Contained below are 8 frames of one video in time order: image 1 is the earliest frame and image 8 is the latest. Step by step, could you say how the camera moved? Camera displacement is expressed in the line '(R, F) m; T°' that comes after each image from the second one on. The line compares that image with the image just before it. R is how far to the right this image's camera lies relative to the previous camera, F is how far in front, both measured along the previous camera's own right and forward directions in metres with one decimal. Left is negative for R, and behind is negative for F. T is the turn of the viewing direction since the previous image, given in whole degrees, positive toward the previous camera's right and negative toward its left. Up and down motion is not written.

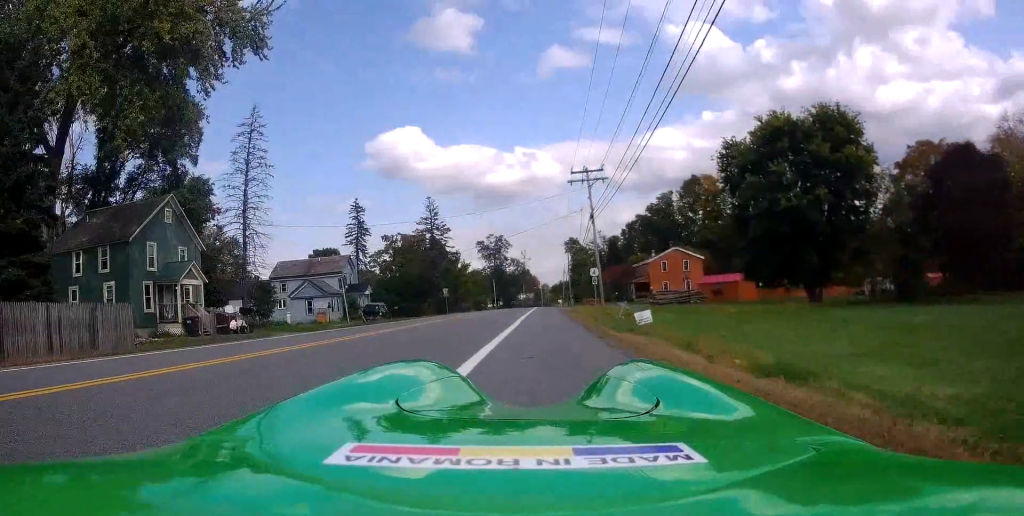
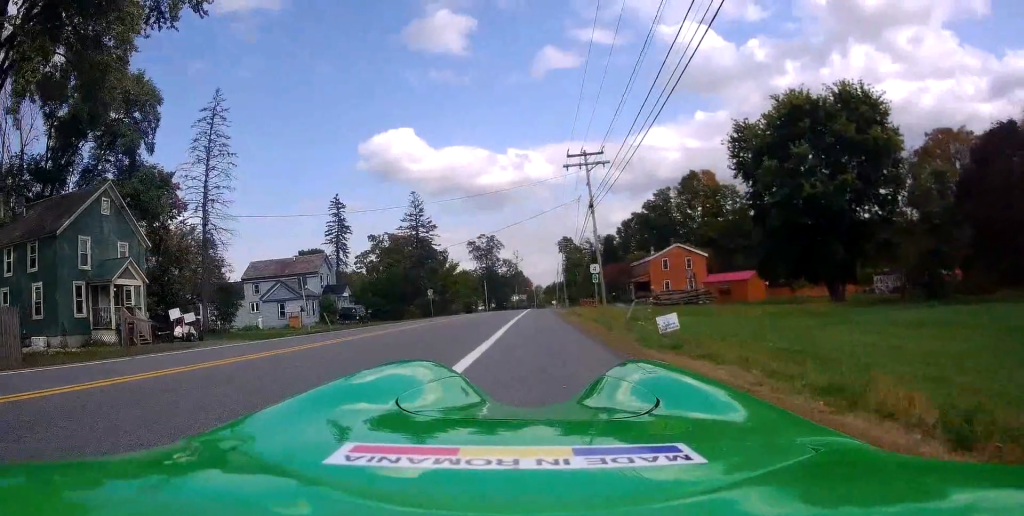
(+0.1, +5.4) m; +1°
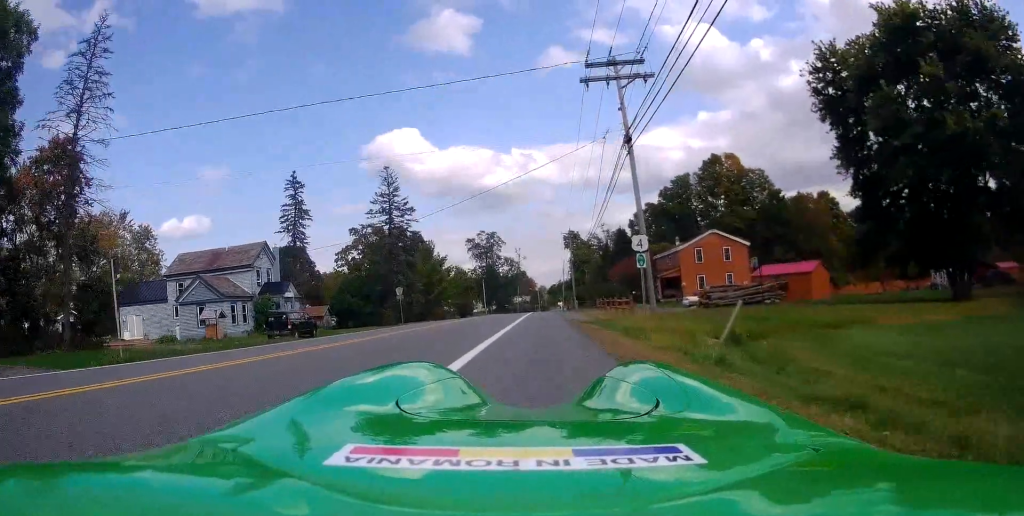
(0.0, +15.6) m; +2°
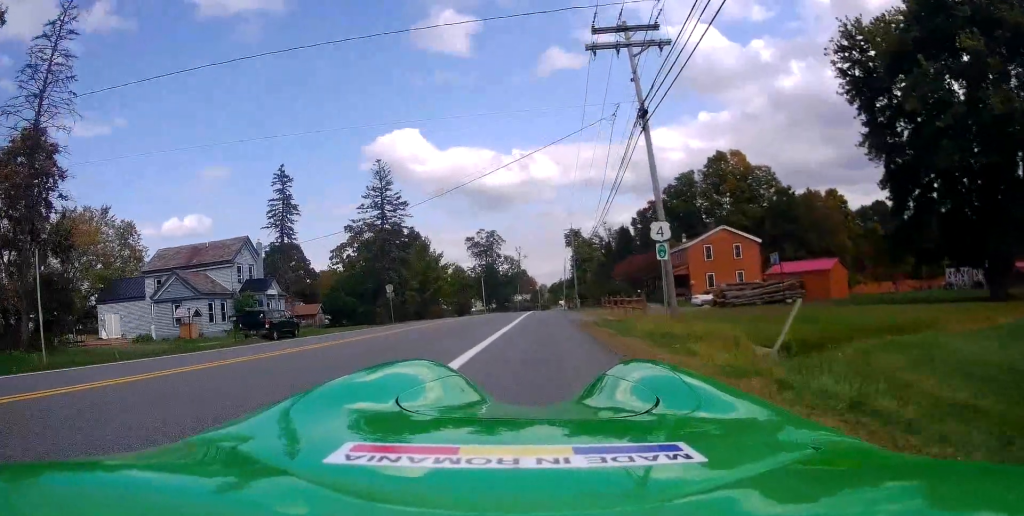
(0.0, +3.4) m; 0°
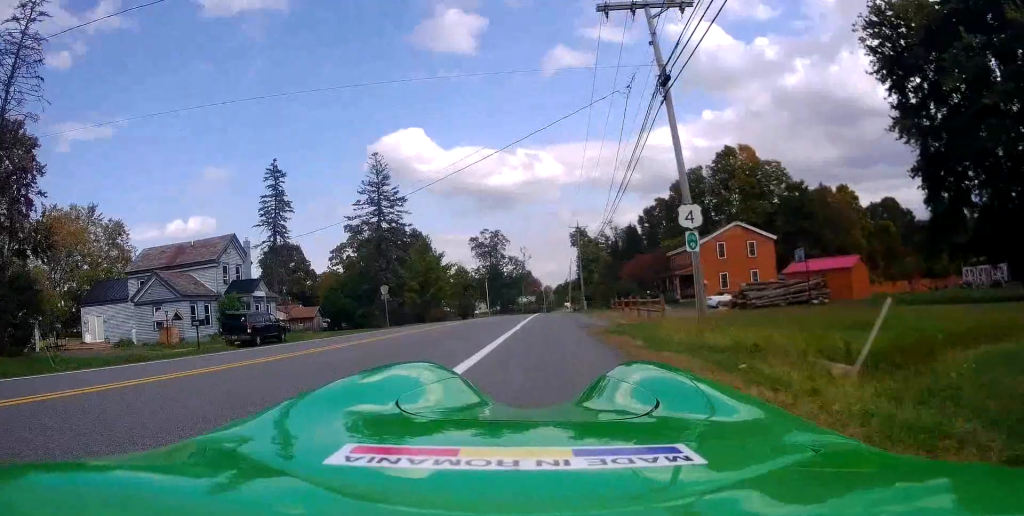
(+0.1, +3.1) m; -1°
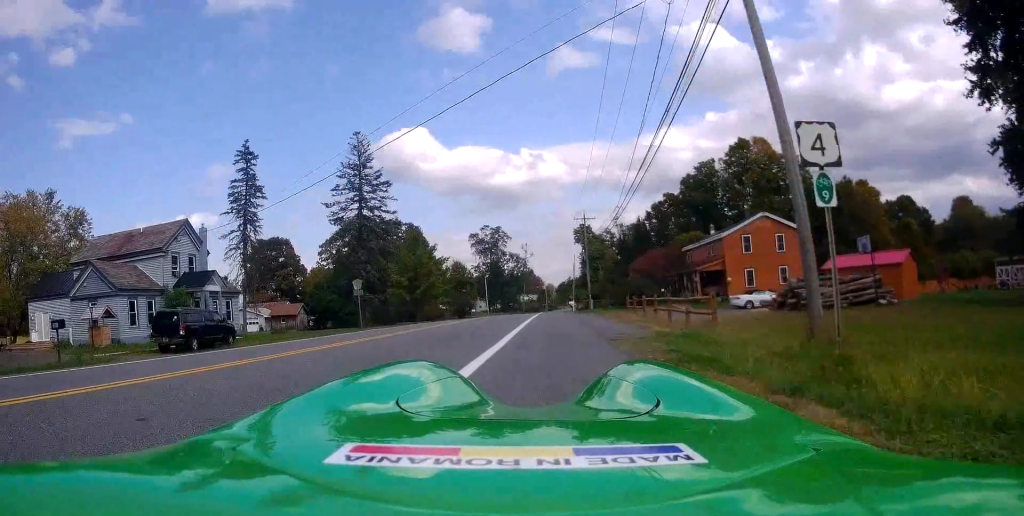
(-0.3, +6.8) m; -1°
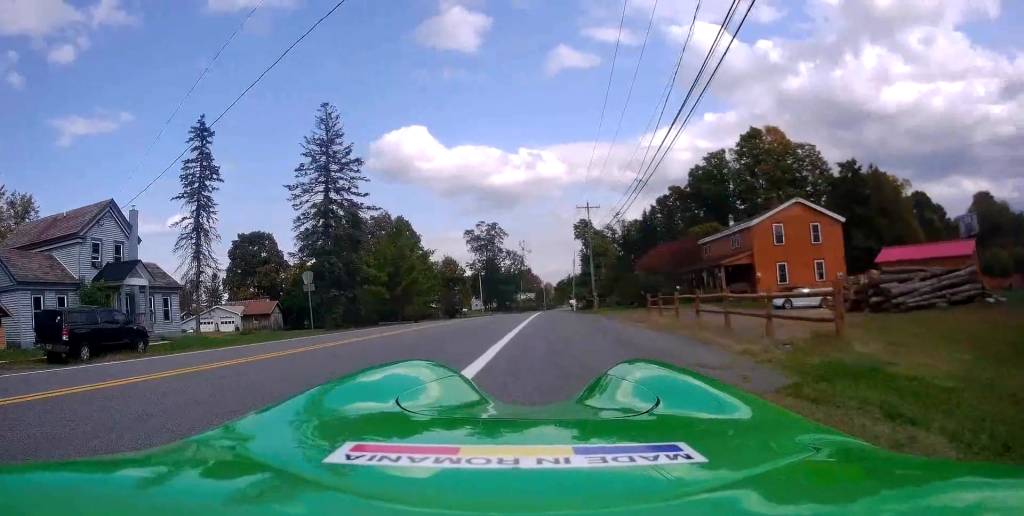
(+0.2, +7.4) m; +3°
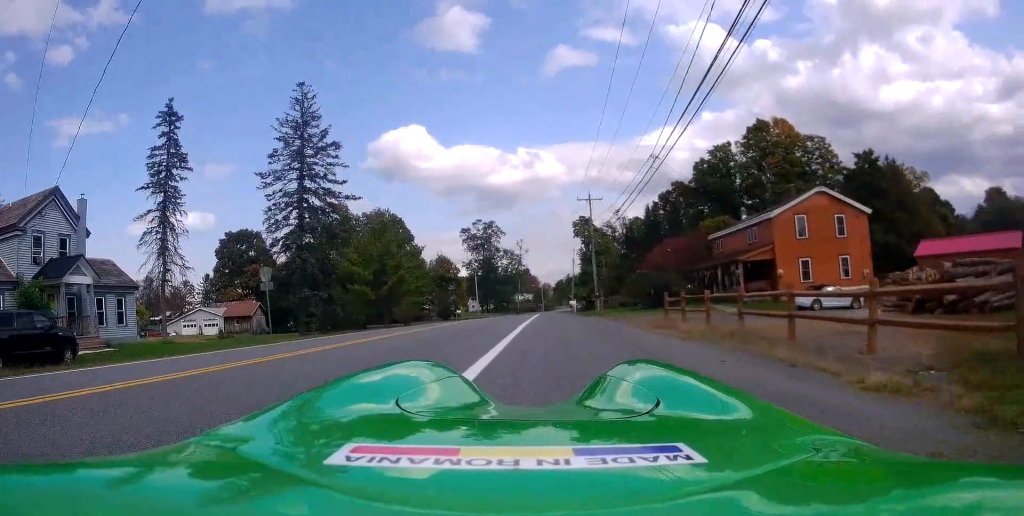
(0.0, +4.3) m; -1°
